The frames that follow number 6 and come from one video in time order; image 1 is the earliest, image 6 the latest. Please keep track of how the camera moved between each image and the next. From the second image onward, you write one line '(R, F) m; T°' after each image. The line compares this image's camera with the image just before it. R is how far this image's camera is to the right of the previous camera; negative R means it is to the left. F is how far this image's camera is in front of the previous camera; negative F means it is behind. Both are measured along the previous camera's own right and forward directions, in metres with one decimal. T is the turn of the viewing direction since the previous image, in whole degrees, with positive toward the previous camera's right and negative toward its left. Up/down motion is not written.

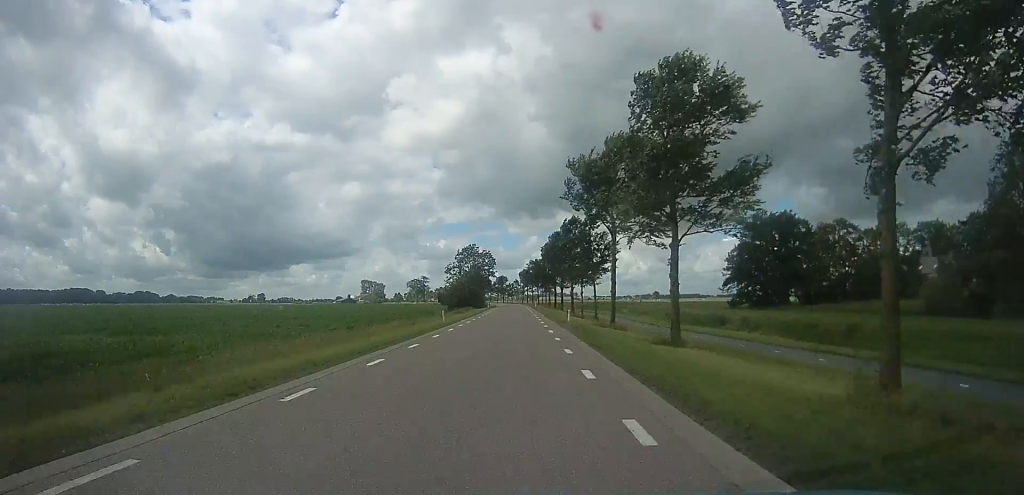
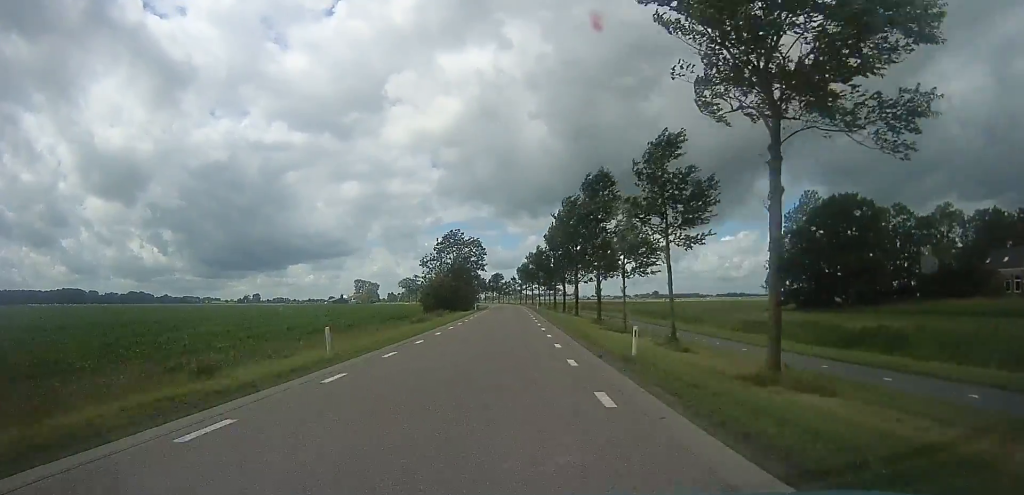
(0.0, +18.5) m; 0°
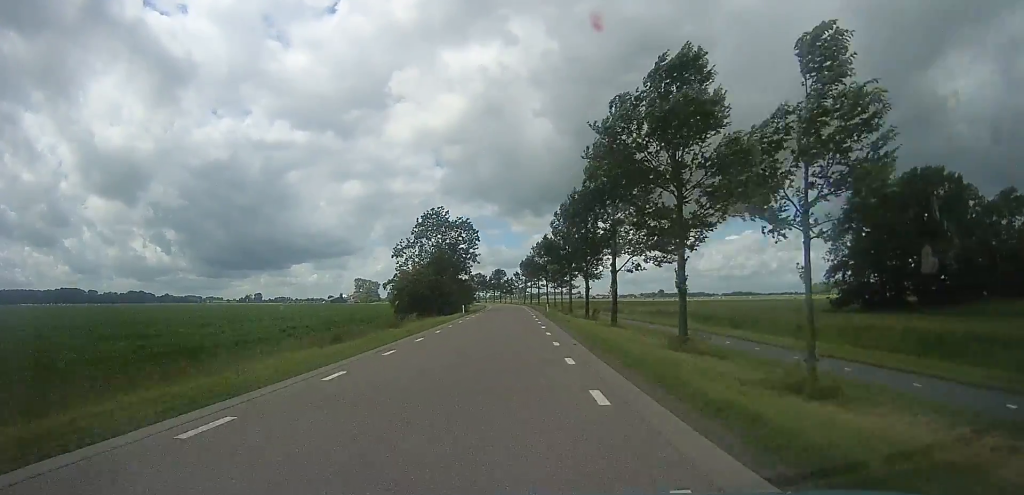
(0.0, +16.1) m; 0°
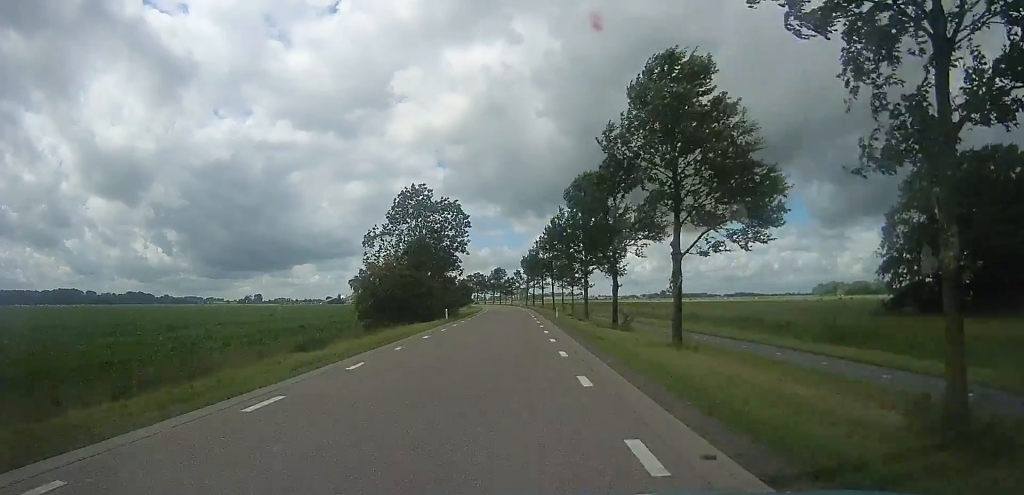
(0.0, +10.7) m; 0°
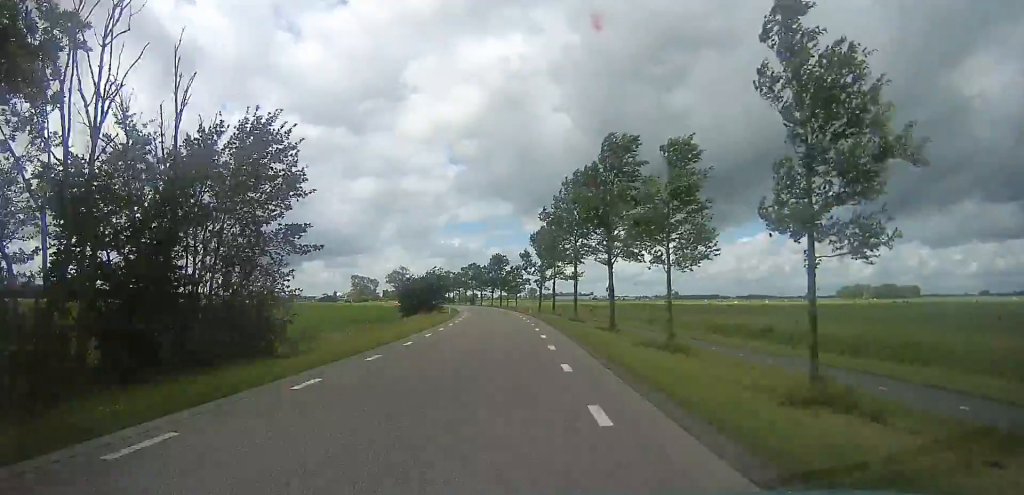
(+0.6, +38.8) m; -1°
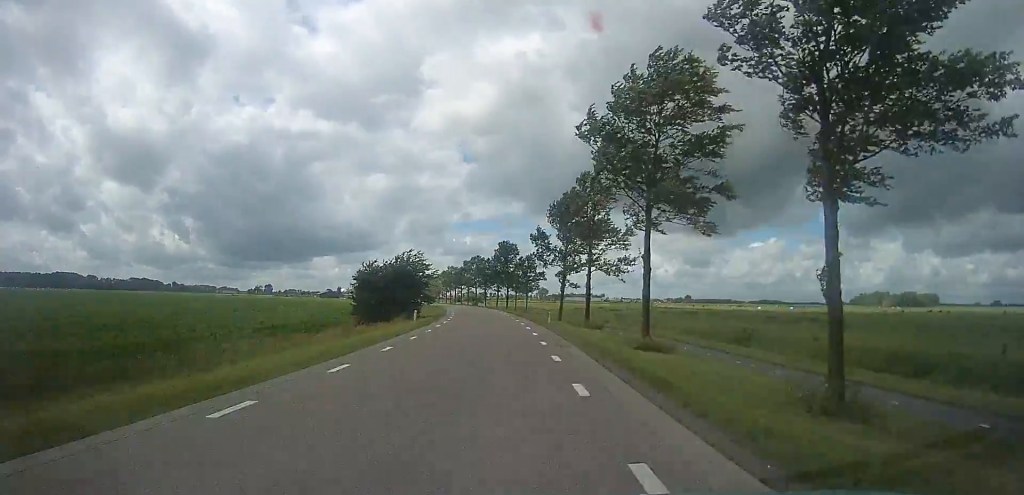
(-1.1, +18.3) m; -4°
